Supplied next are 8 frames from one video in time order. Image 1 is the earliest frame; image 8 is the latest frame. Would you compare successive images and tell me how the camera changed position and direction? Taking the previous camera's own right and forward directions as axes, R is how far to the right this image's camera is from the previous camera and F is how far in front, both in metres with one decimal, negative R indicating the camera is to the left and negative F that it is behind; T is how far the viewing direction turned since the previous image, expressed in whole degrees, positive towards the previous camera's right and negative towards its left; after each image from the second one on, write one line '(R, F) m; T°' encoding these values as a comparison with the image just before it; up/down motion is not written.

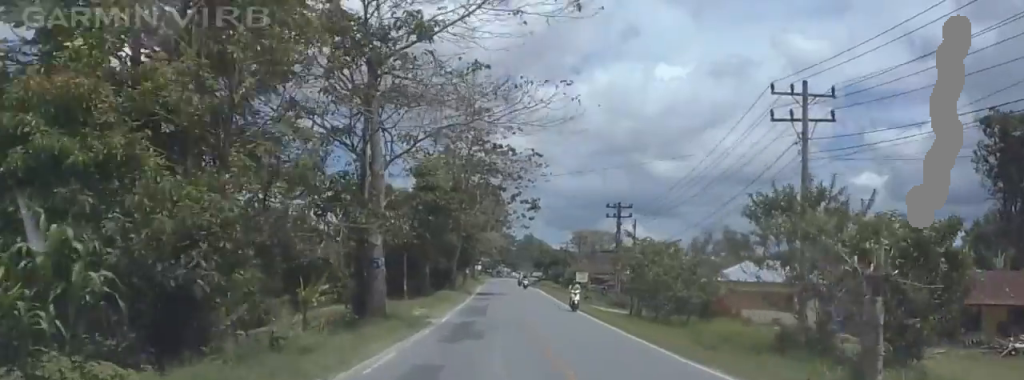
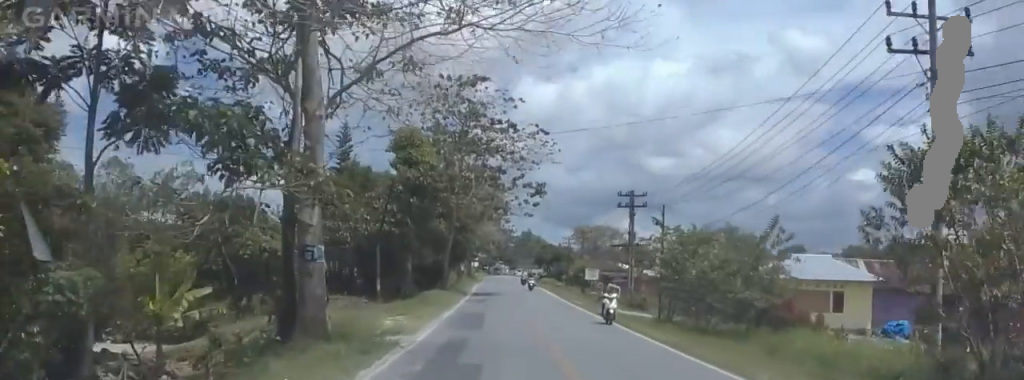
(0.0, +9.7) m; +2°
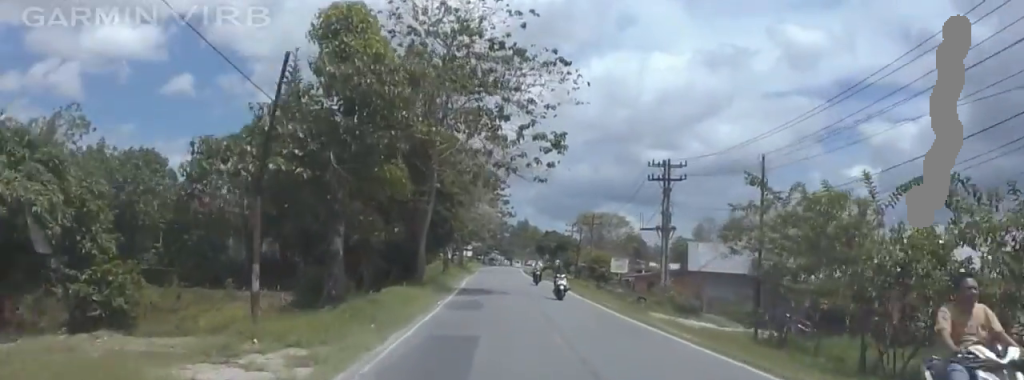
(+0.8, +16.8) m; +2°
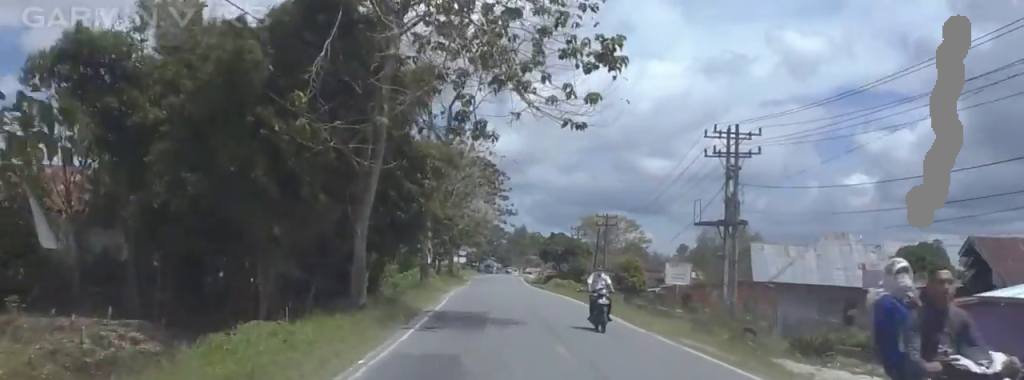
(-0.4, +17.4) m; -4°
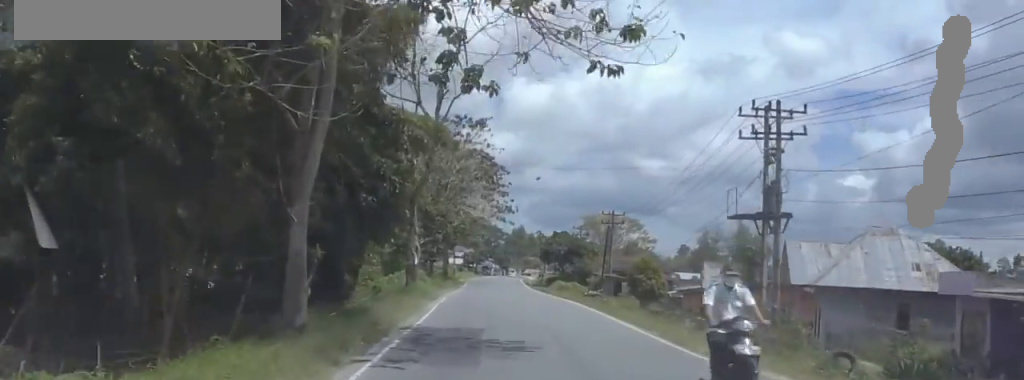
(-0.1, +6.7) m; -1°
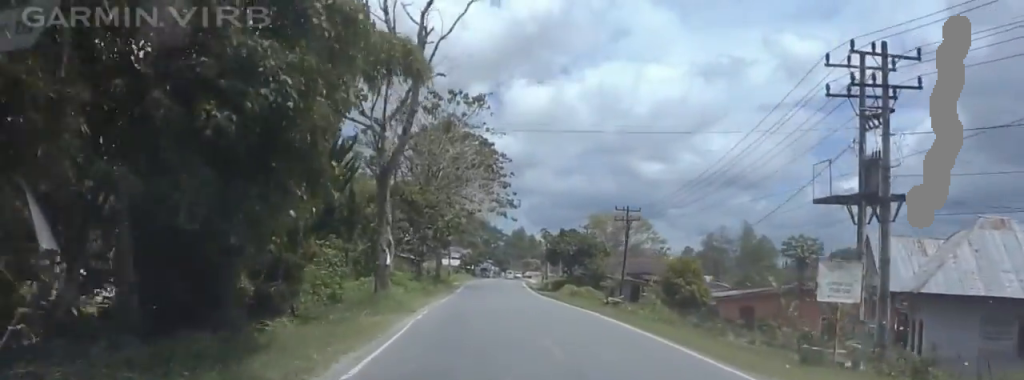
(0.0, +10.3) m; 0°
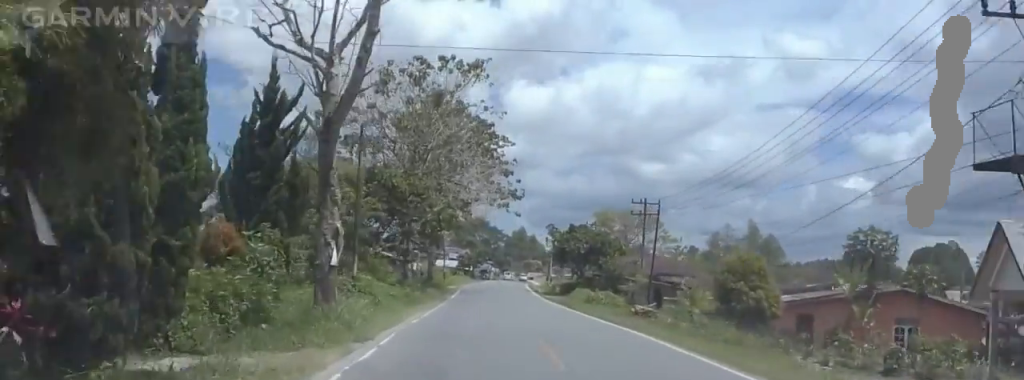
(0.0, +9.7) m; 0°
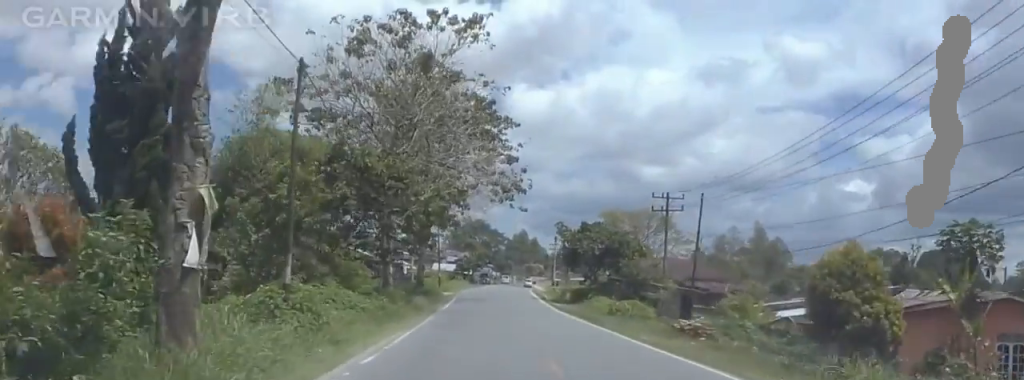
(0.0, +9.1) m; +1°
